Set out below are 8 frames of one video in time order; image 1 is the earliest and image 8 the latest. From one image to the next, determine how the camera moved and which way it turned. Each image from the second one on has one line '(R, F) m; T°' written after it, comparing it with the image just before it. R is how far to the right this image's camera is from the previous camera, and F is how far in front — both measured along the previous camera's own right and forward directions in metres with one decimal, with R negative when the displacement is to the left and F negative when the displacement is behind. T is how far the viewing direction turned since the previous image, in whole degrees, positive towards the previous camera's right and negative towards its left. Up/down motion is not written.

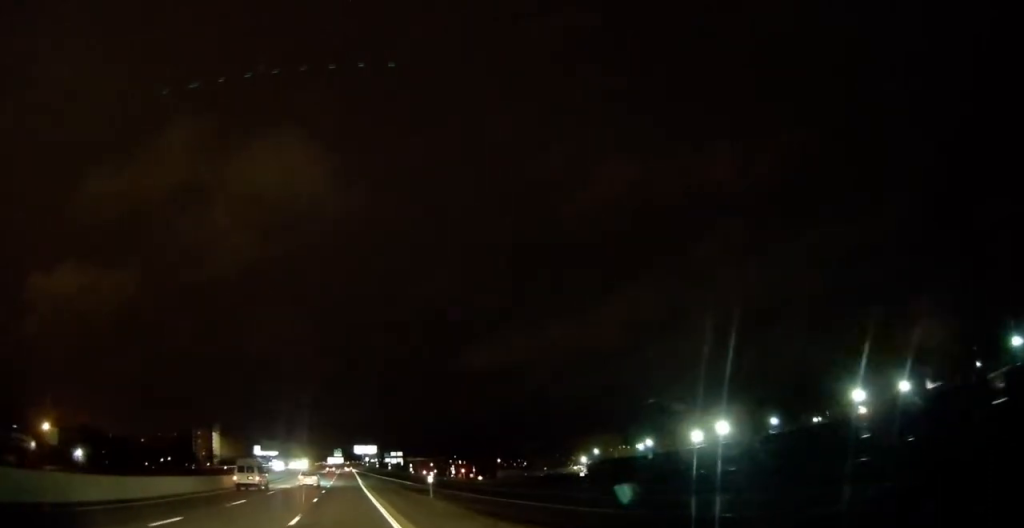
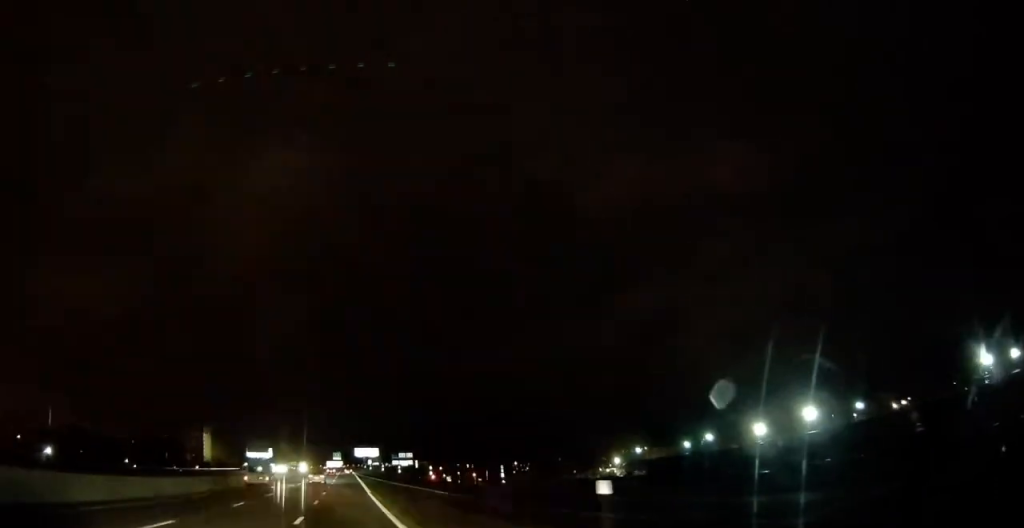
(-0.2, +25.4) m; 0°
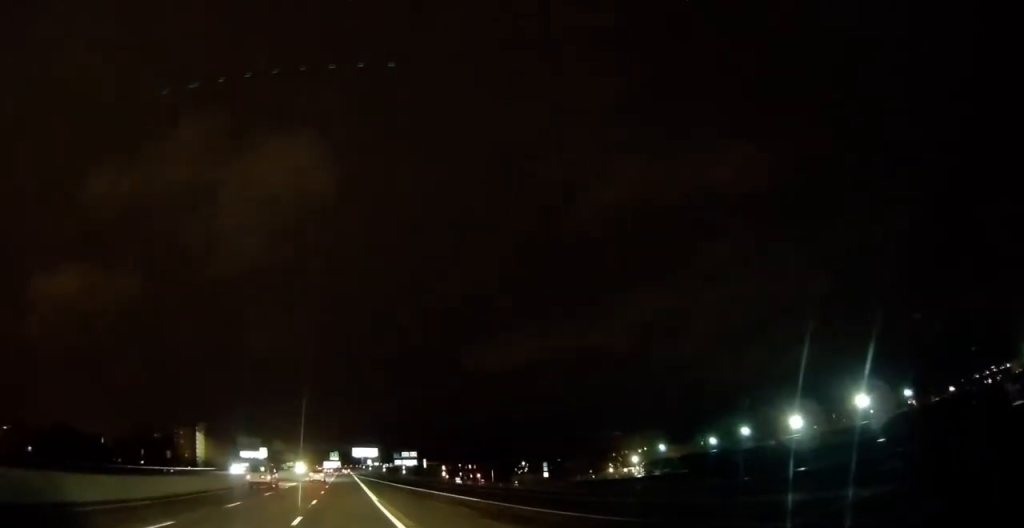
(0.0, +12.7) m; 0°
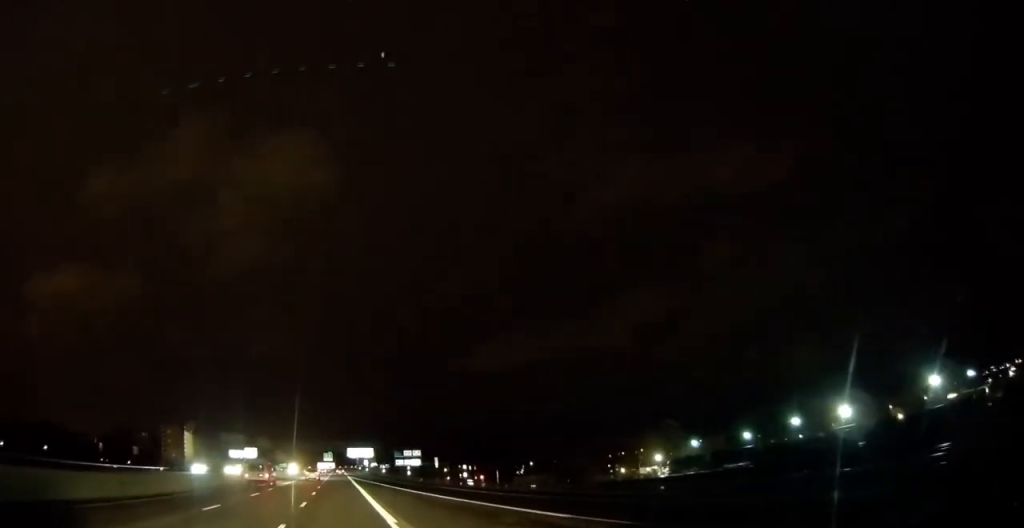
(+0.2, +15.9) m; 0°
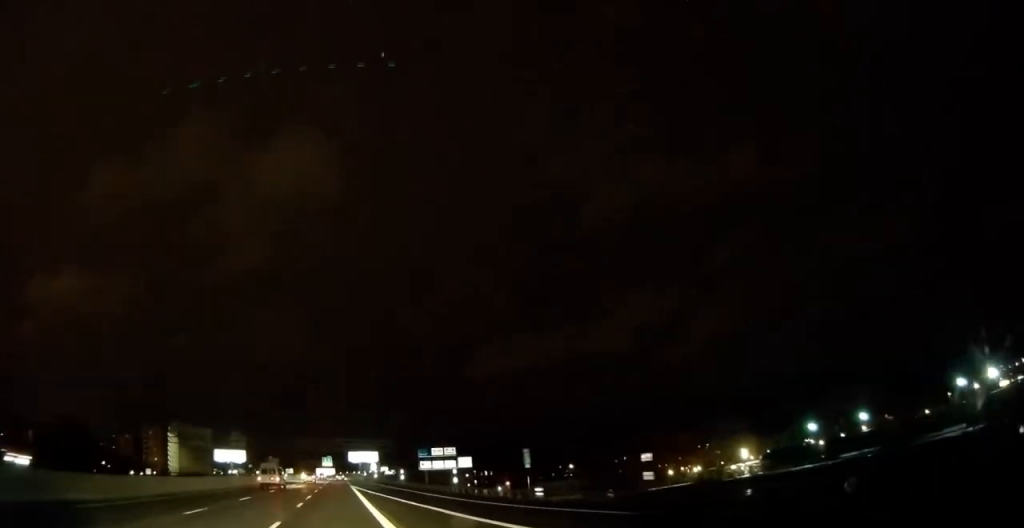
(0.0, +35.2) m; 0°
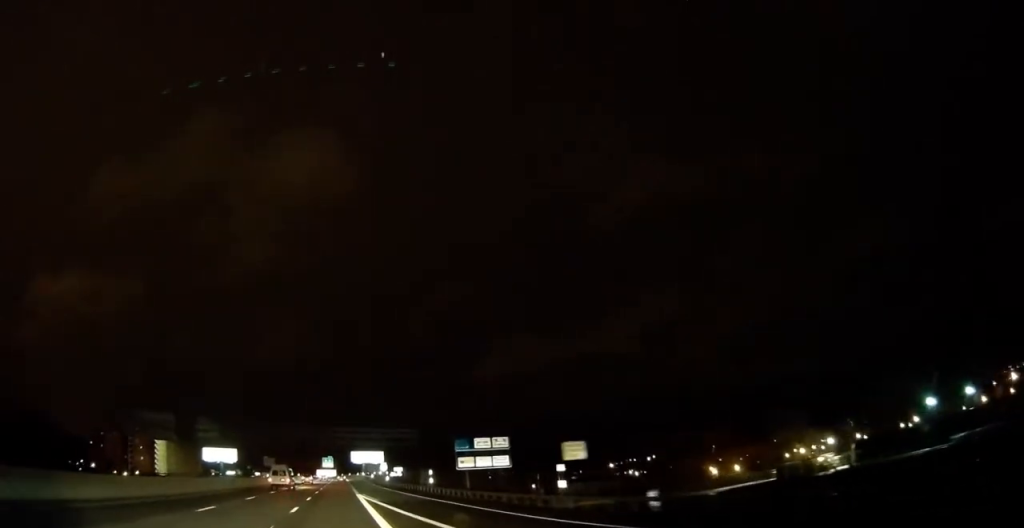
(+0.1, +25.0) m; 0°
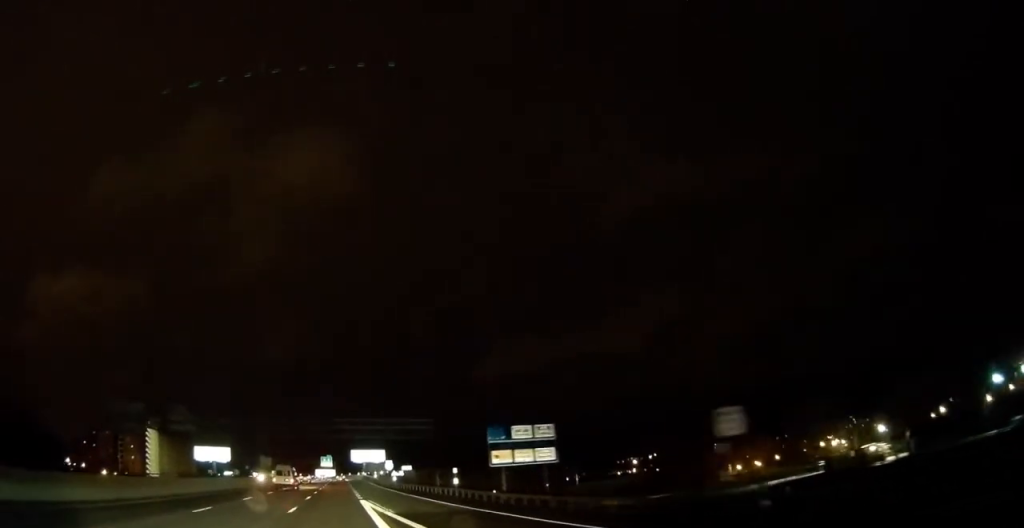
(0.0, +13.3) m; -1°
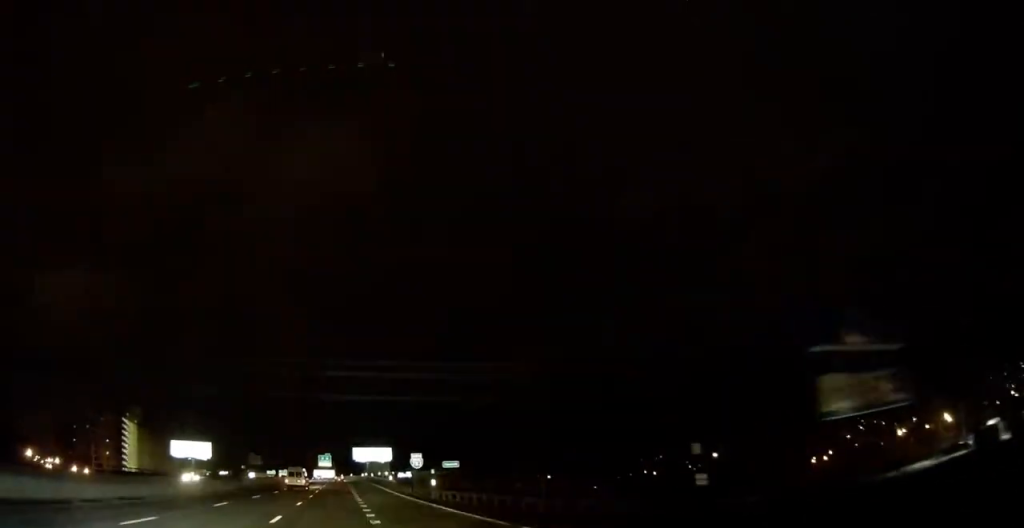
(-0.2, +31.3) m; +1°
